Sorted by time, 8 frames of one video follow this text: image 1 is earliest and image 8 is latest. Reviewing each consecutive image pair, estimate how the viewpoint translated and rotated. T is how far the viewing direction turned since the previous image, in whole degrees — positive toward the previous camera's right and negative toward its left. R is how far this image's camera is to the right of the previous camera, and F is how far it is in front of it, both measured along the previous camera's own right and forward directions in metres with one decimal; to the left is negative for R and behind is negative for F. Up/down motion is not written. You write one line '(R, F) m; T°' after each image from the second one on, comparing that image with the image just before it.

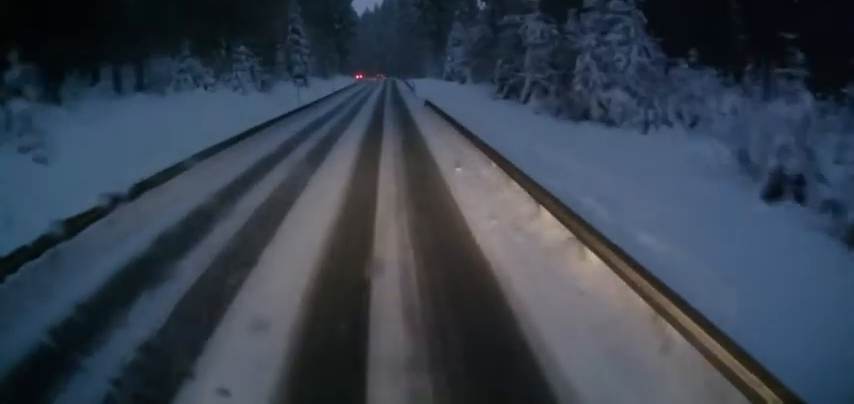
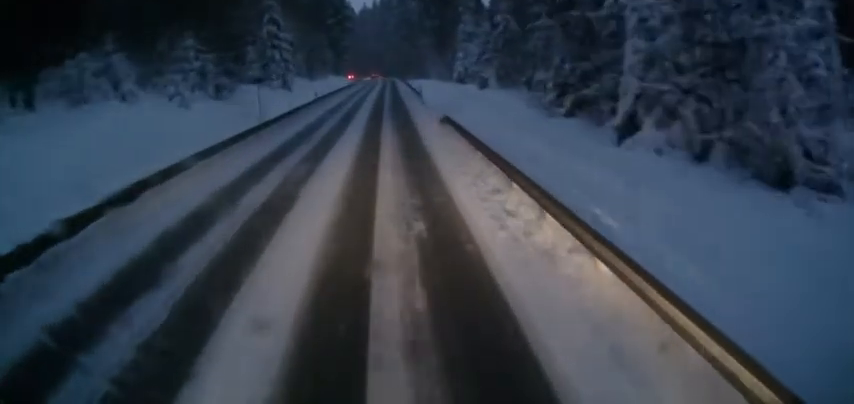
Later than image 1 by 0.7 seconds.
(0.0, +11.2) m; 0°
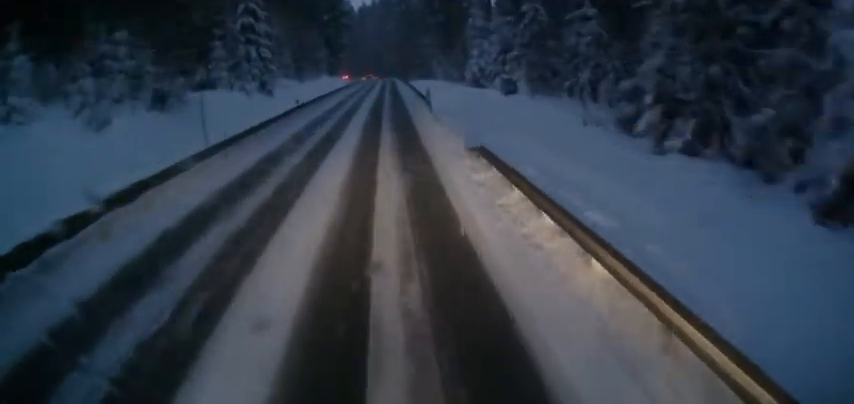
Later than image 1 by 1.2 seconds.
(0.0, +8.1) m; 0°
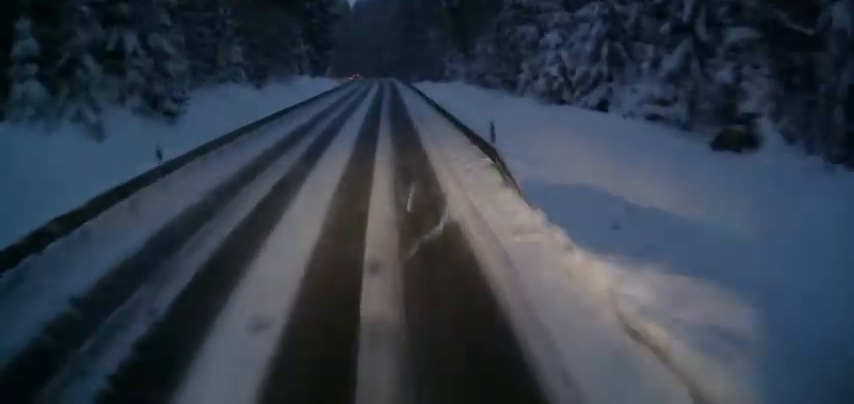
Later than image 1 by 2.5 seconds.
(0.0, +19.8) m; 0°
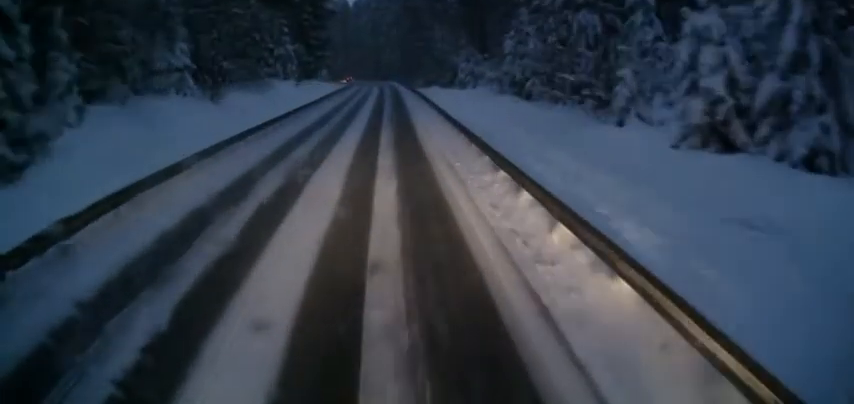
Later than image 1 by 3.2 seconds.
(0.0, +11.5) m; 0°
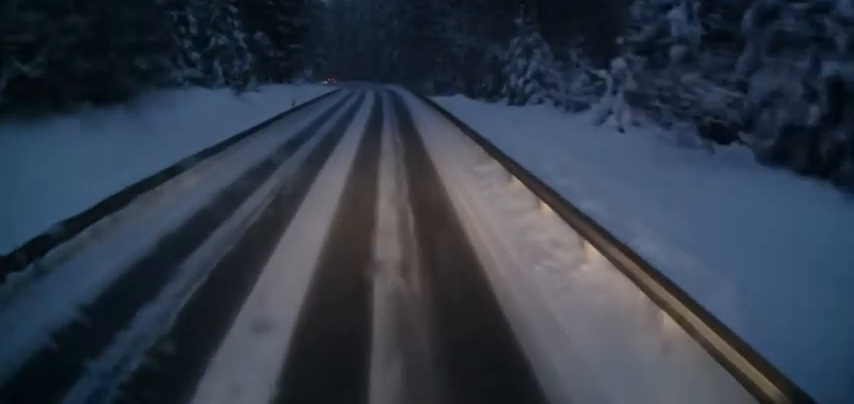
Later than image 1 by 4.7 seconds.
(0.0, +22.9) m; 0°
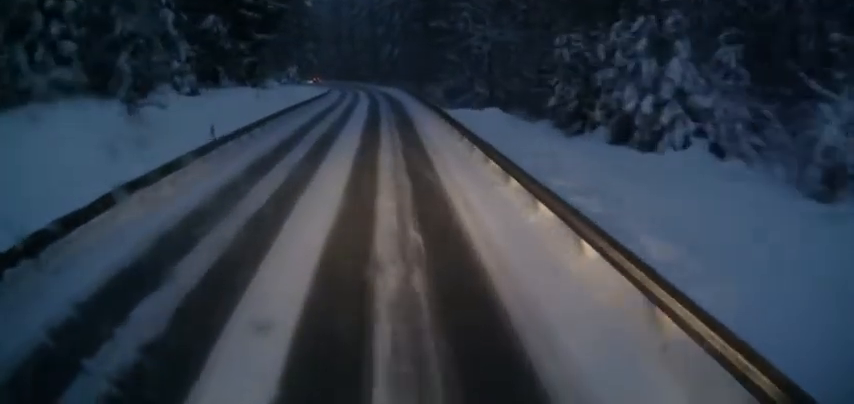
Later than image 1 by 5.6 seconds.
(0.0, +14.4) m; 0°
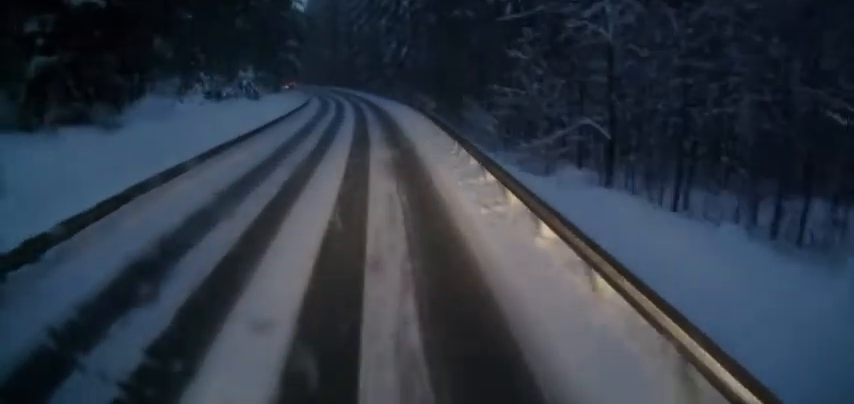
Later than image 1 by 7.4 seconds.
(-0.3, +23.3) m; -1°
